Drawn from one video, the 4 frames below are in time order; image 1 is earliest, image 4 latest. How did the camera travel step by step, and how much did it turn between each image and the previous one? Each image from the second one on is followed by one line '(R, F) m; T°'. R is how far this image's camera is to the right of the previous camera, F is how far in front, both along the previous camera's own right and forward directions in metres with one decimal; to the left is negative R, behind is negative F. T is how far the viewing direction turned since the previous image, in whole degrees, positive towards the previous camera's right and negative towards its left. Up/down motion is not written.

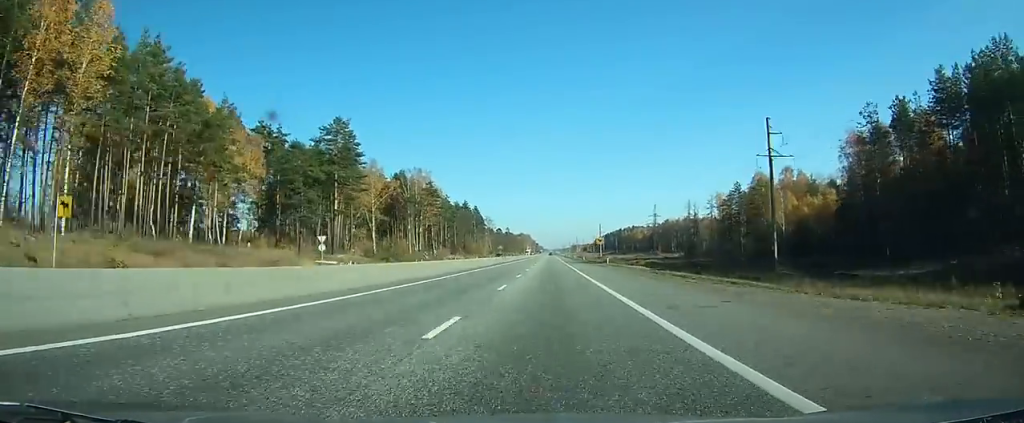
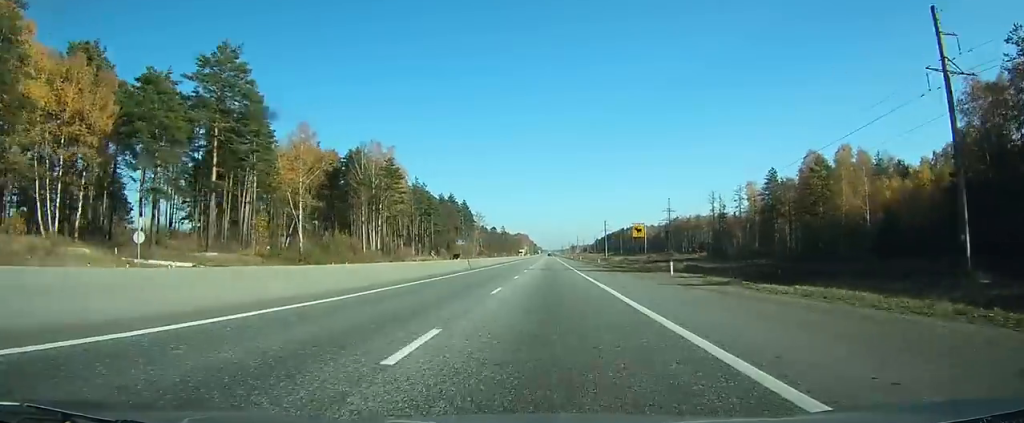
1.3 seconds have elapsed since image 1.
(-0.1, +36.1) m; 0°
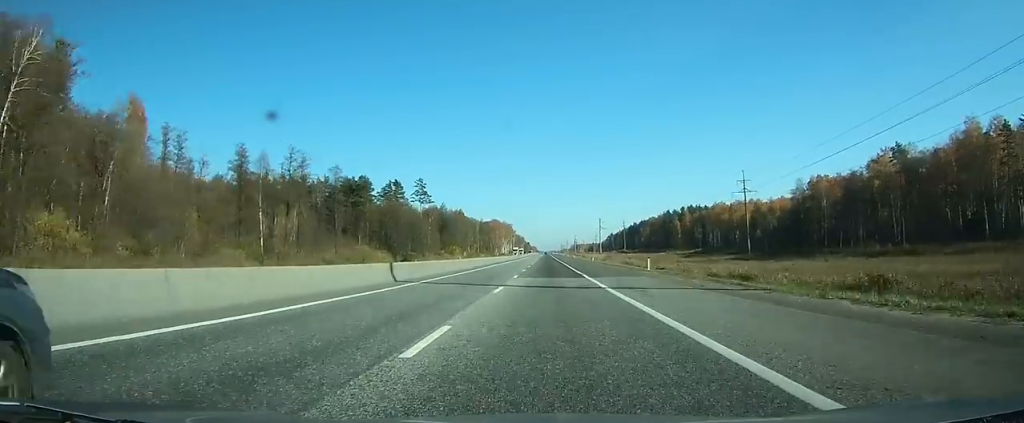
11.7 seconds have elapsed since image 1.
(+1.0, +284.7) m; 0°
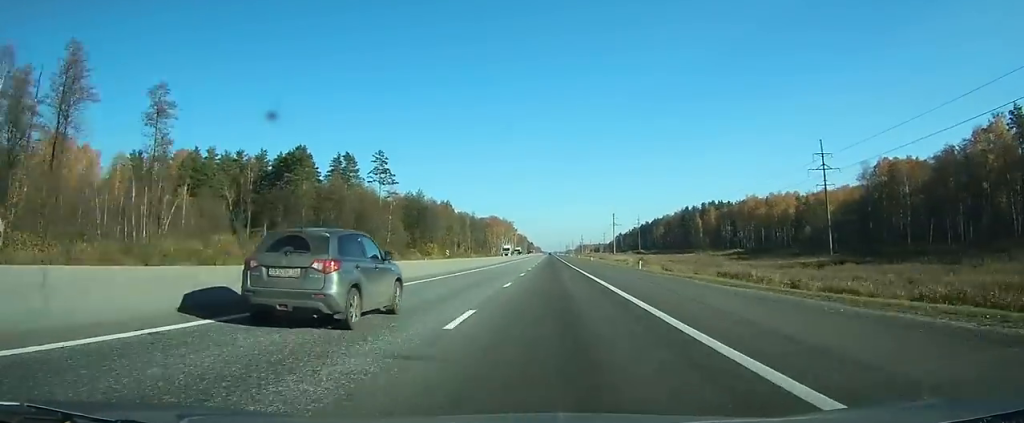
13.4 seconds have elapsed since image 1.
(-0.1, +44.8) m; 0°
